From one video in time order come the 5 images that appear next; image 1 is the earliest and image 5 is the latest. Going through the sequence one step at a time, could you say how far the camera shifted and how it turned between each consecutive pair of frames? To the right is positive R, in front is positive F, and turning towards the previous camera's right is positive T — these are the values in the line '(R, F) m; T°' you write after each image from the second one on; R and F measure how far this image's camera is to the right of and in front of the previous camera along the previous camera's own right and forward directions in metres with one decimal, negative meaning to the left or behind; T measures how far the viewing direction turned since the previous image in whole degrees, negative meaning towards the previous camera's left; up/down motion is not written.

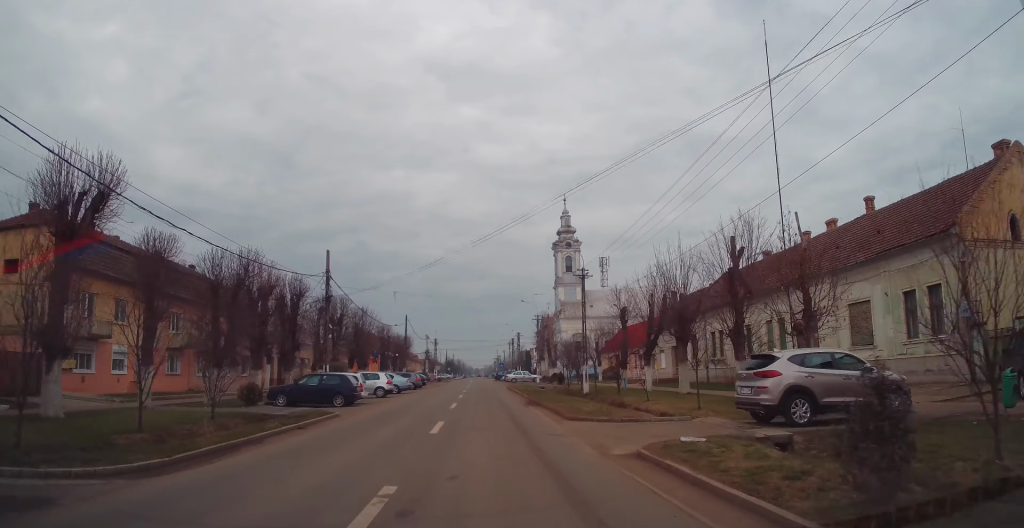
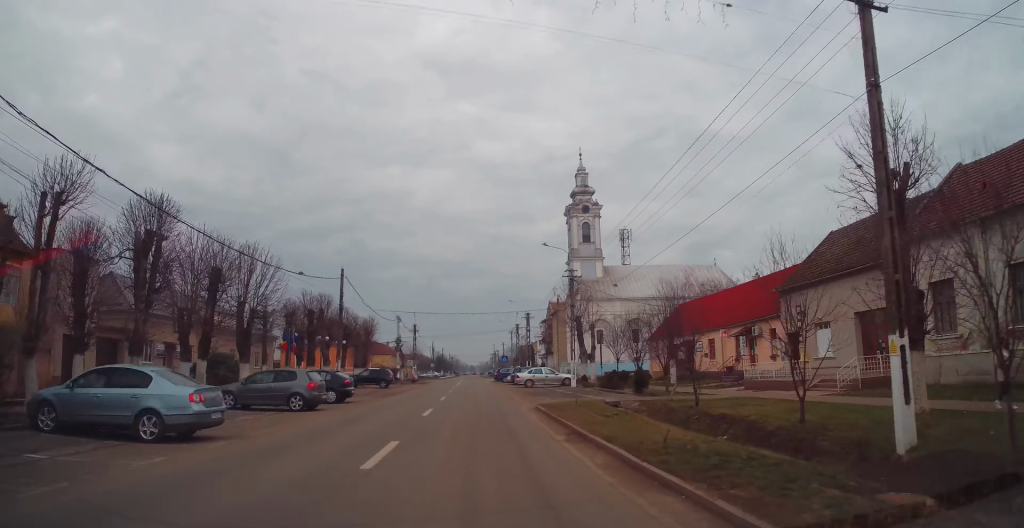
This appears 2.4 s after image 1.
(+0.4, +31.3) m; +1°
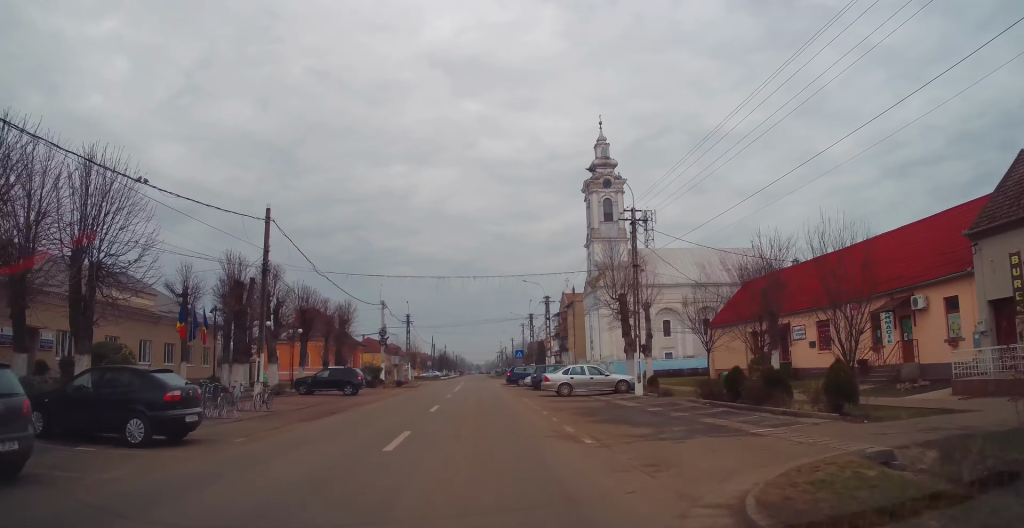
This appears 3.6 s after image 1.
(0.0, +16.3) m; -2°
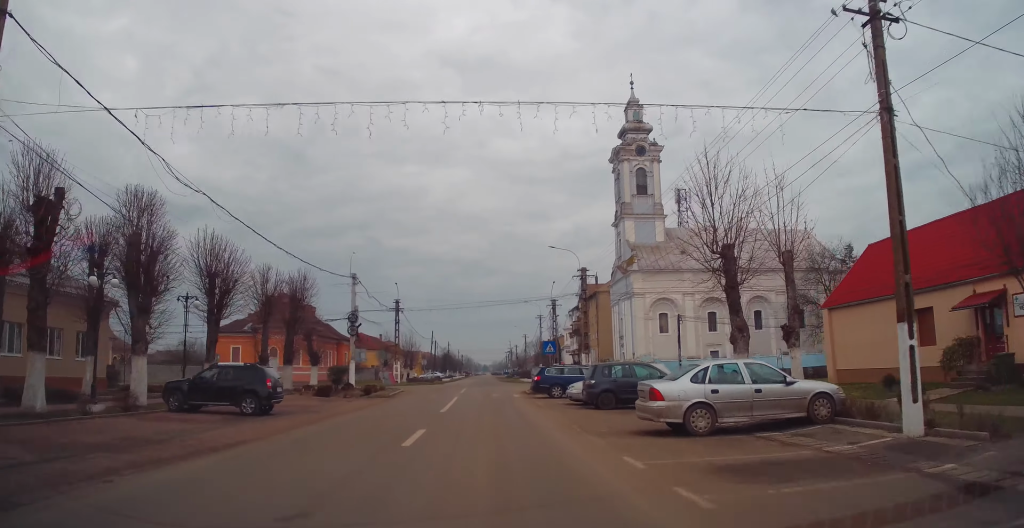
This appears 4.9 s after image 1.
(-0.6, +17.6) m; -1°
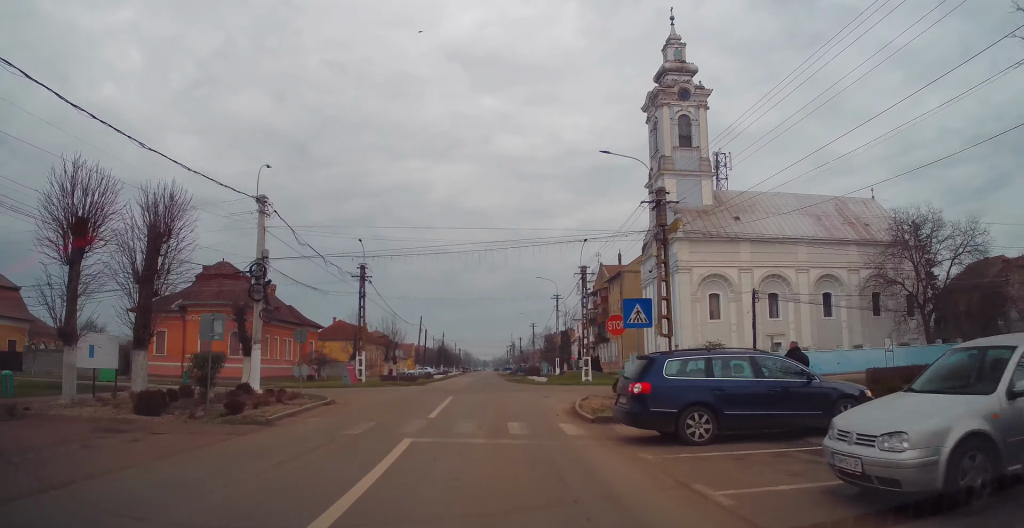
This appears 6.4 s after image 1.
(+0.6, +18.5) m; +2°
